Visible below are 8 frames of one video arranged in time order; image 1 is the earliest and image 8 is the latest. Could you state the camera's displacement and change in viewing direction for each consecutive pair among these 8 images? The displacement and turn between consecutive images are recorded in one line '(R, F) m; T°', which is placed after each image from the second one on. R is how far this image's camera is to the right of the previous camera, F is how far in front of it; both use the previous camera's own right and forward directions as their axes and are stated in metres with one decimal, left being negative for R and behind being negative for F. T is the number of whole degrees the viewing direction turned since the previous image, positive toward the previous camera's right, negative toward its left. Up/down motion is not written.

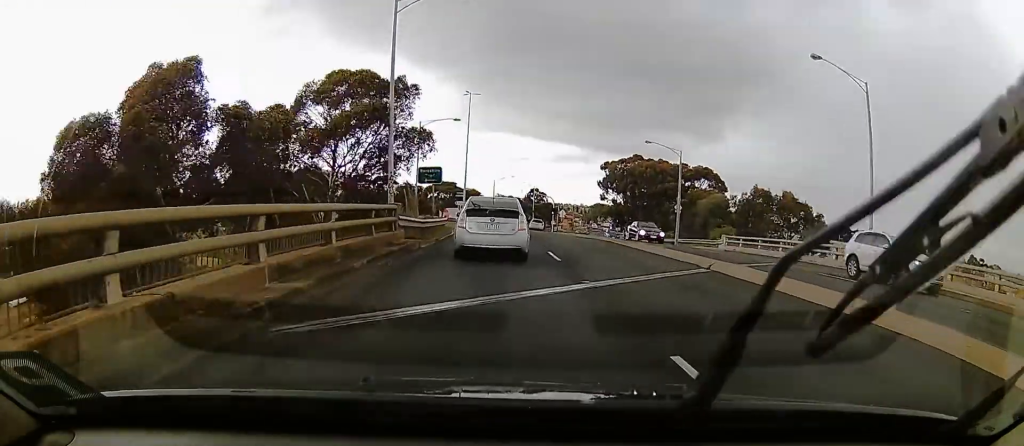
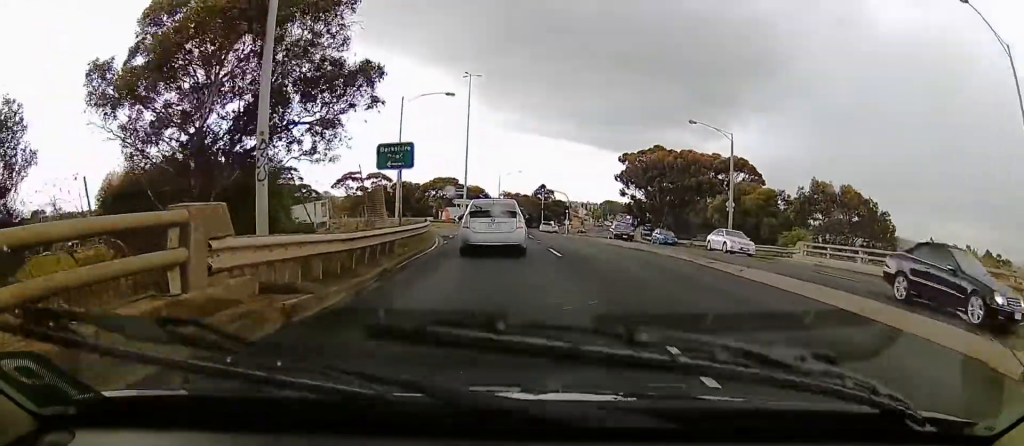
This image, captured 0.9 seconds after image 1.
(+1.1, +14.5) m; +3°
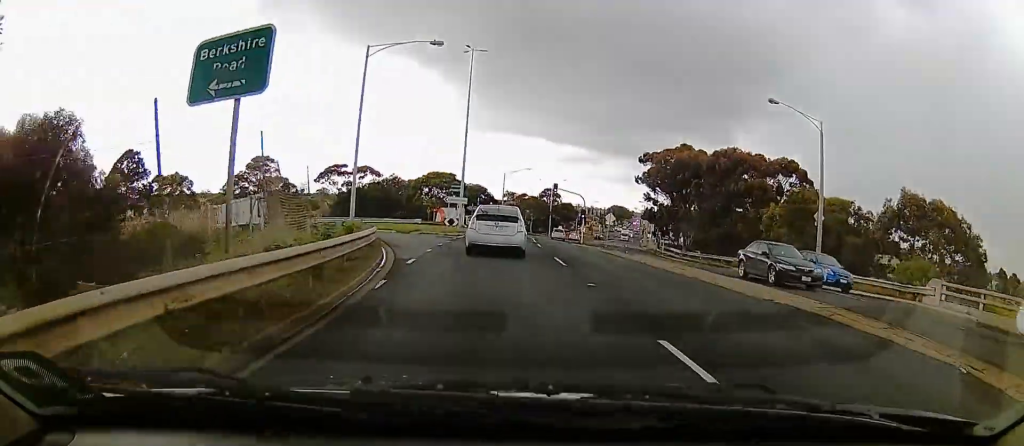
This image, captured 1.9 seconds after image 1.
(-0.3, +13.2) m; -4°
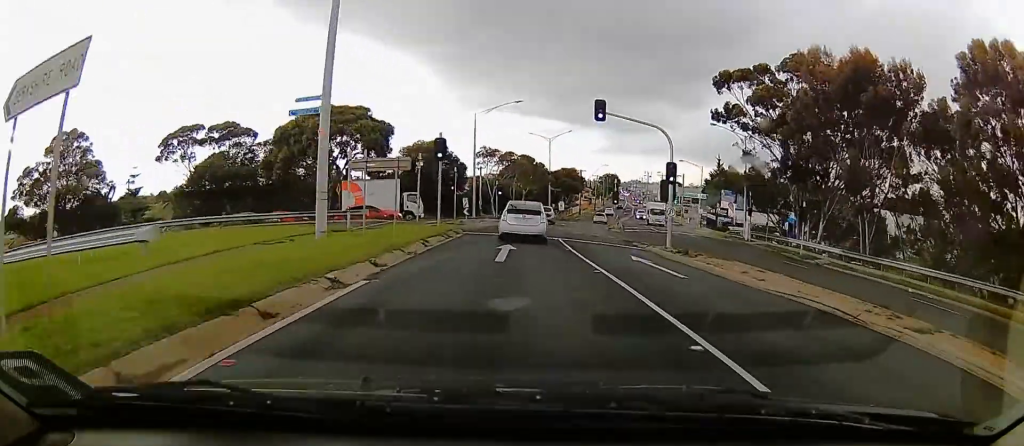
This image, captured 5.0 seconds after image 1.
(+0.2, +41.1) m; 0°
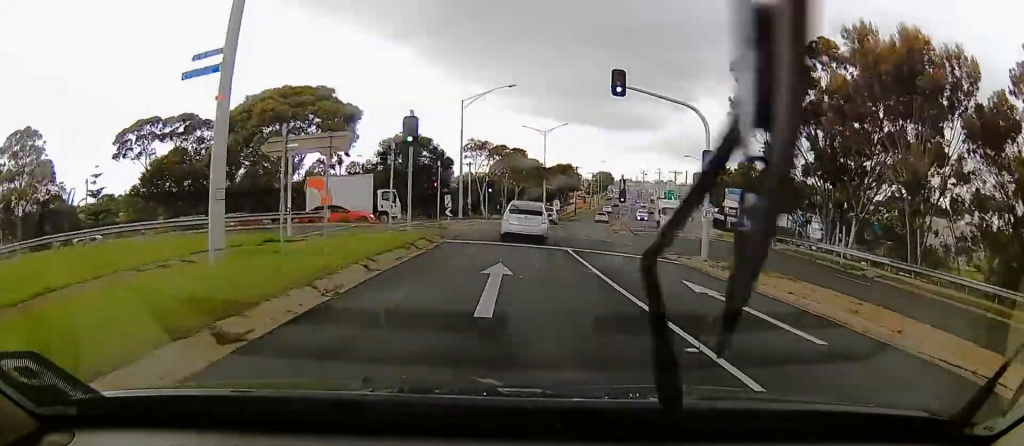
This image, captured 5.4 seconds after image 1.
(0.0, +7.4) m; 0°
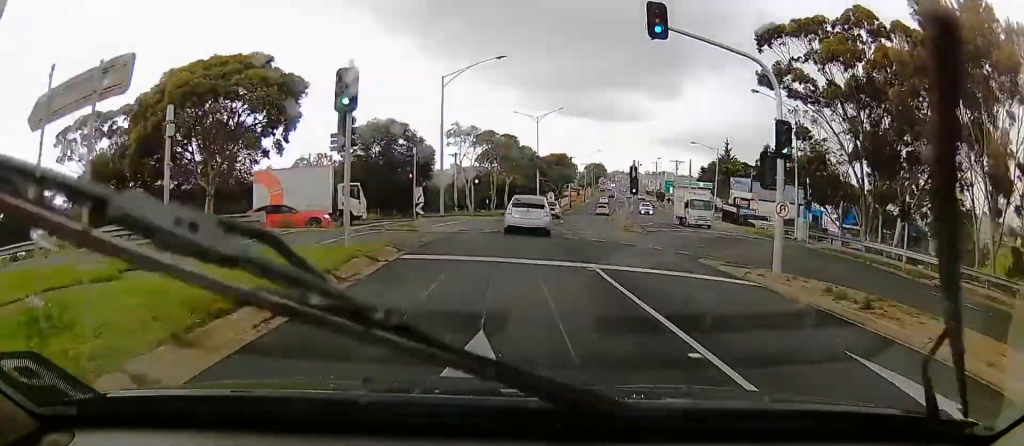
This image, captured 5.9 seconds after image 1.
(0.0, +8.4) m; 0°
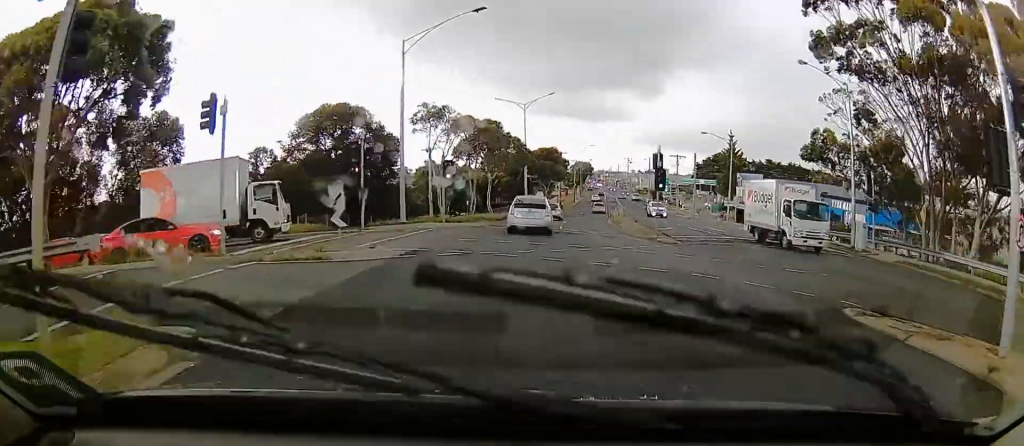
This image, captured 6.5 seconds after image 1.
(-0.1, +11.6) m; +1°
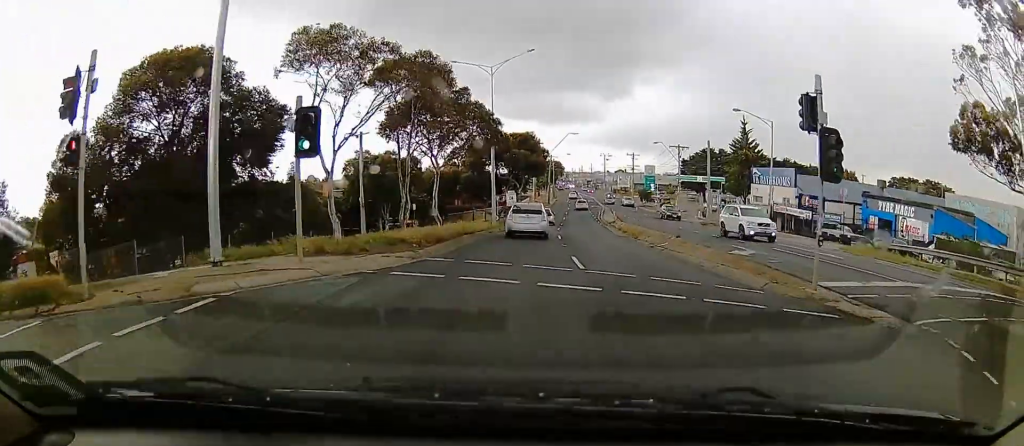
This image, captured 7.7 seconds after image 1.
(+0.5, +19.5) m; +7°
